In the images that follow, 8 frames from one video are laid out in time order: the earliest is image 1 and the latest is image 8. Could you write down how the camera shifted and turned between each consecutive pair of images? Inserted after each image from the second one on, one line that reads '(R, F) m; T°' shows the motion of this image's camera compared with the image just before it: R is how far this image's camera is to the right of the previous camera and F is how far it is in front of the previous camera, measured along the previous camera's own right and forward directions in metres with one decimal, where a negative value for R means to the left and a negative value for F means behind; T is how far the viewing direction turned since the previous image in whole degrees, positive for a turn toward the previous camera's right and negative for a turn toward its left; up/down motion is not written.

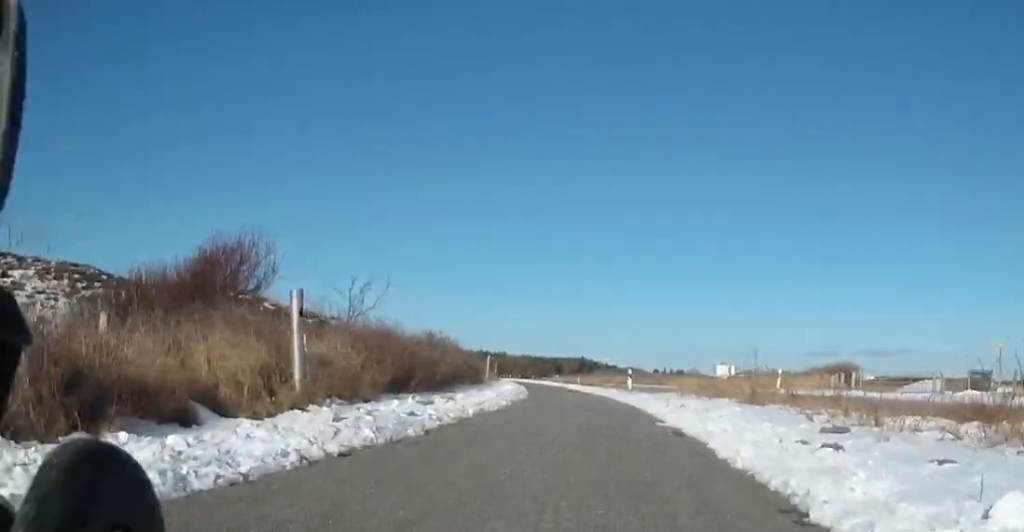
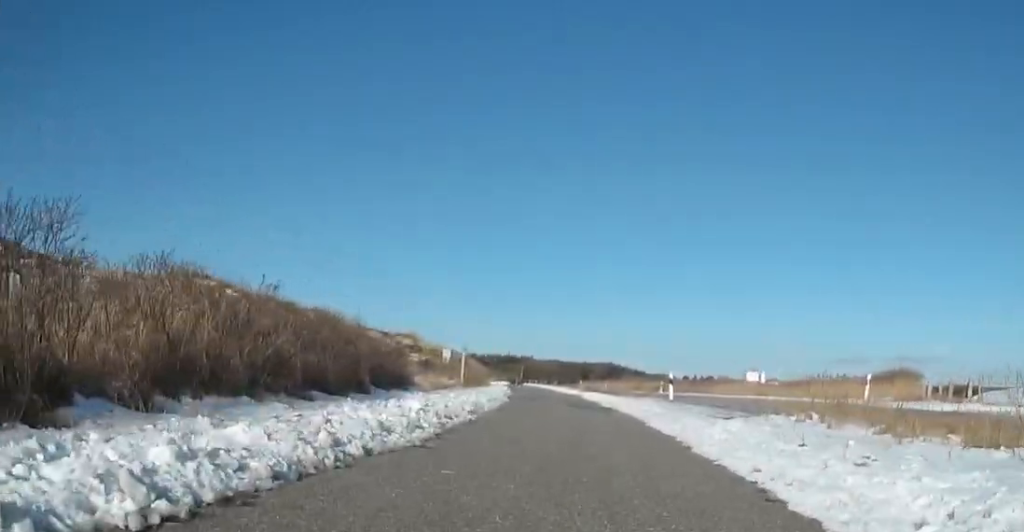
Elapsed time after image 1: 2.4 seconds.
(0.0, +10.7) m; 0°
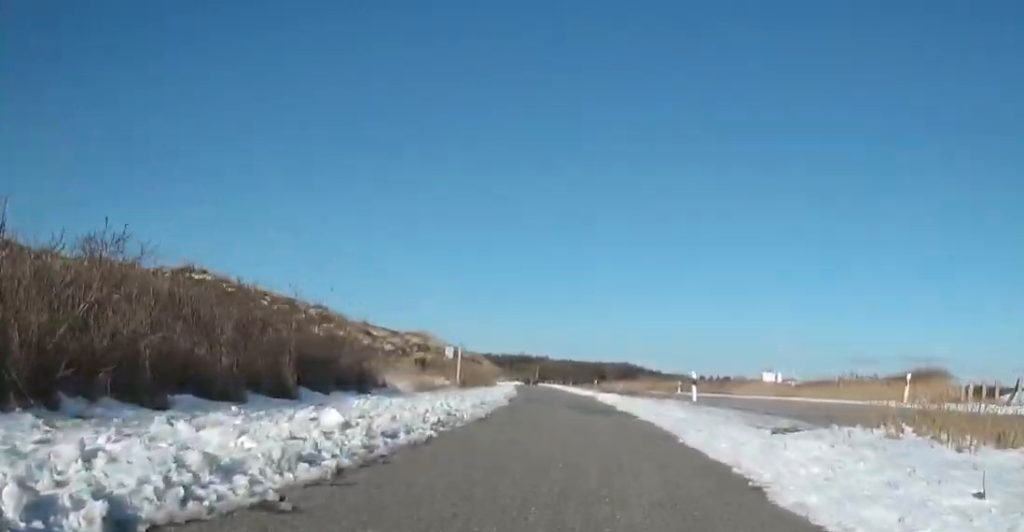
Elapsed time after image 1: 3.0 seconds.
(0.0, +2.8) m; -1°
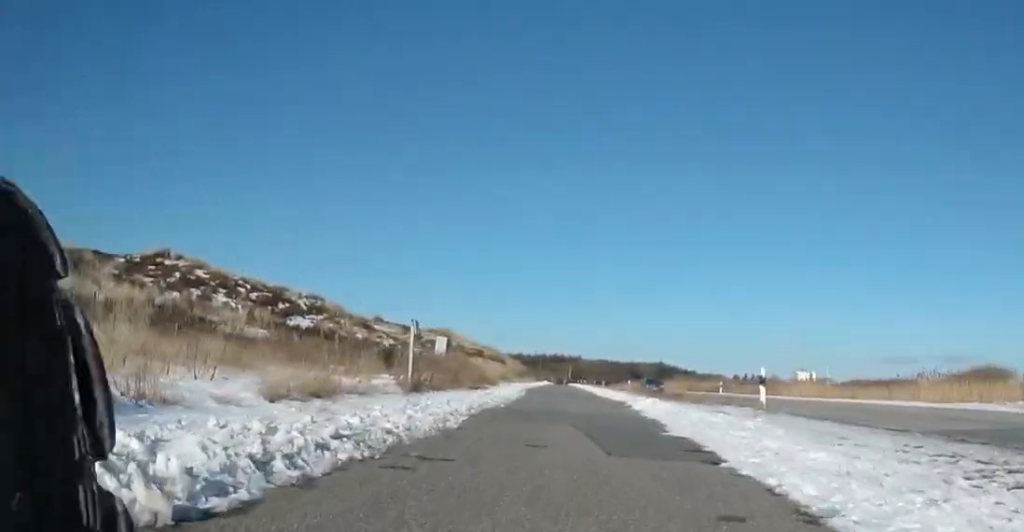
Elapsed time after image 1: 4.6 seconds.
(-0.2, +6.9) m; -8°
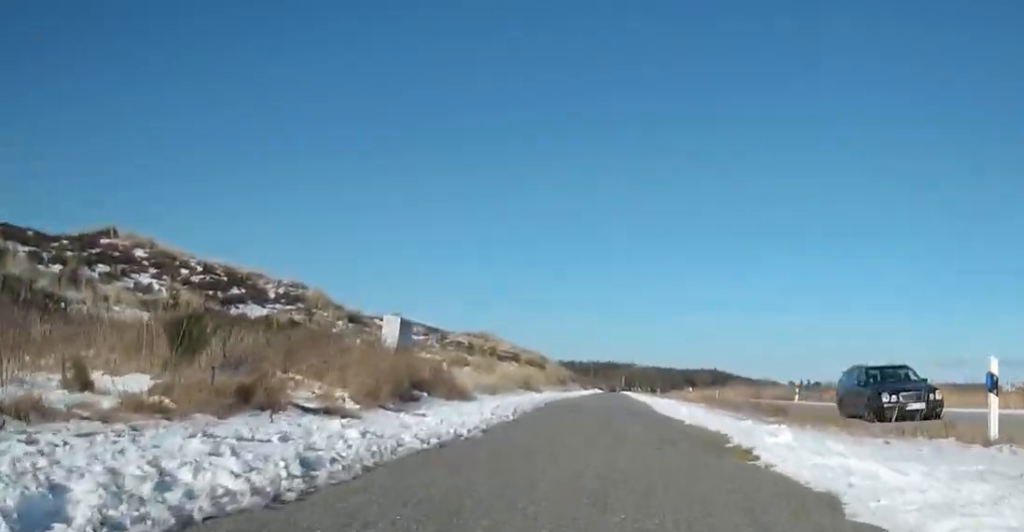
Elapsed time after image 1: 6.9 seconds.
(+0.2, +10.4) m; +2°
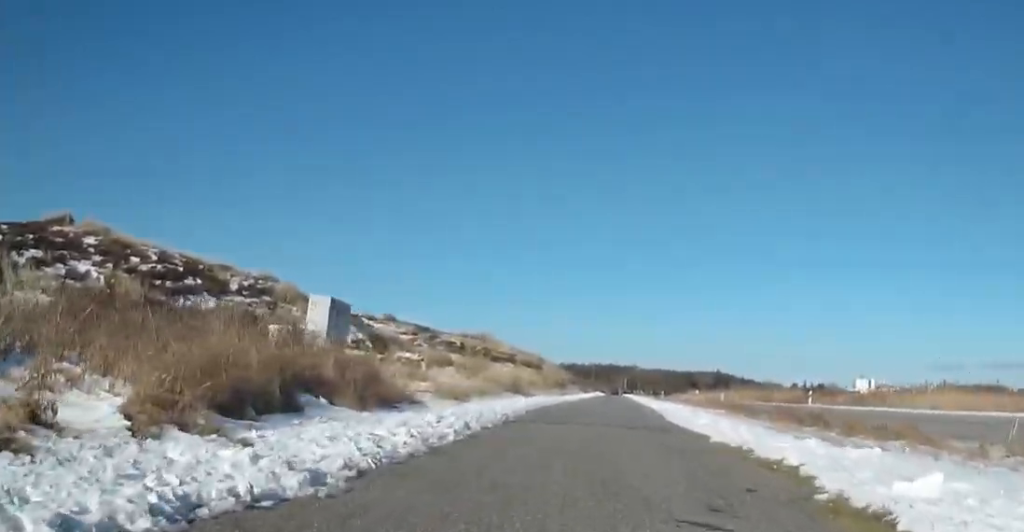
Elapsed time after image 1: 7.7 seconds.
(-0.3, +3.6) m; -1°
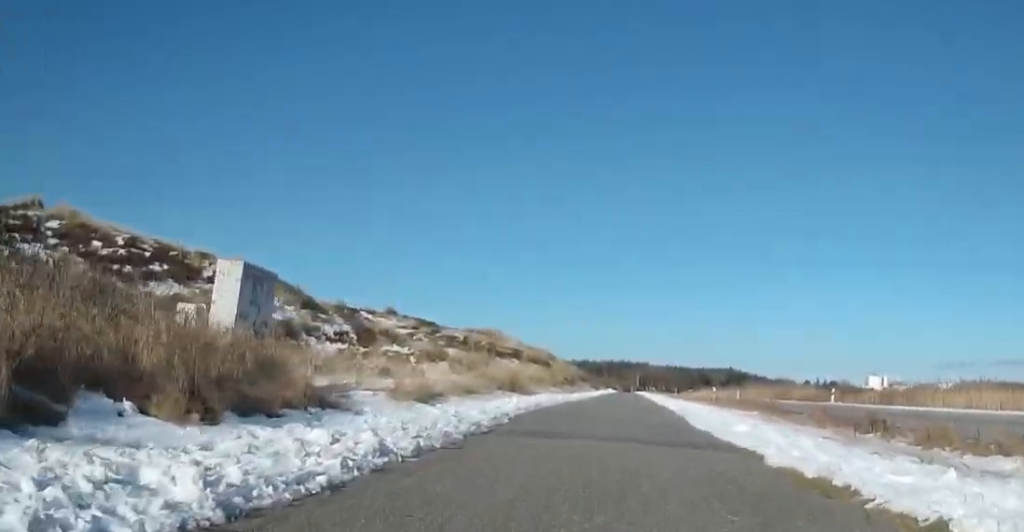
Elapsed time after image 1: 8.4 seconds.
(-0.3, +3.0) m; -1°
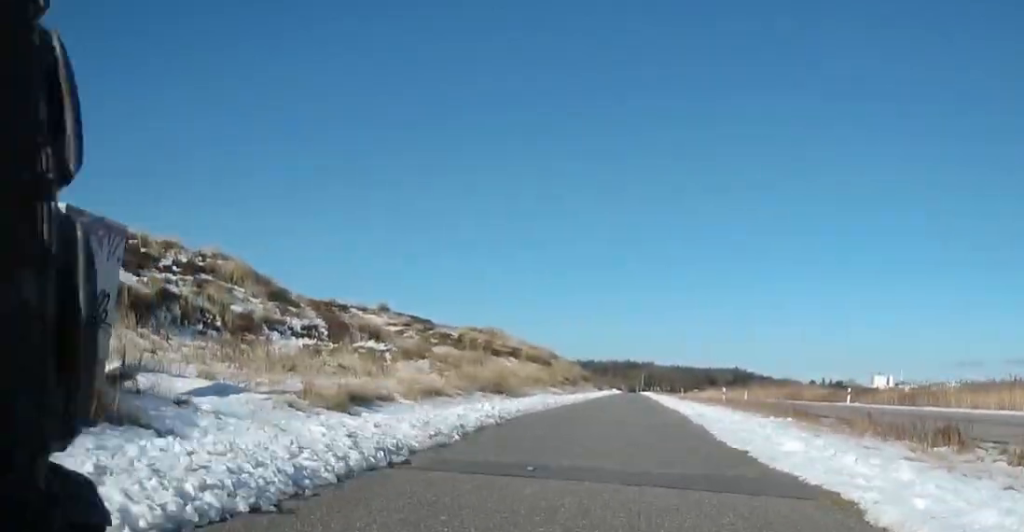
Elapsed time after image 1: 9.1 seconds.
(+0.3, +2.7) m; +4°
